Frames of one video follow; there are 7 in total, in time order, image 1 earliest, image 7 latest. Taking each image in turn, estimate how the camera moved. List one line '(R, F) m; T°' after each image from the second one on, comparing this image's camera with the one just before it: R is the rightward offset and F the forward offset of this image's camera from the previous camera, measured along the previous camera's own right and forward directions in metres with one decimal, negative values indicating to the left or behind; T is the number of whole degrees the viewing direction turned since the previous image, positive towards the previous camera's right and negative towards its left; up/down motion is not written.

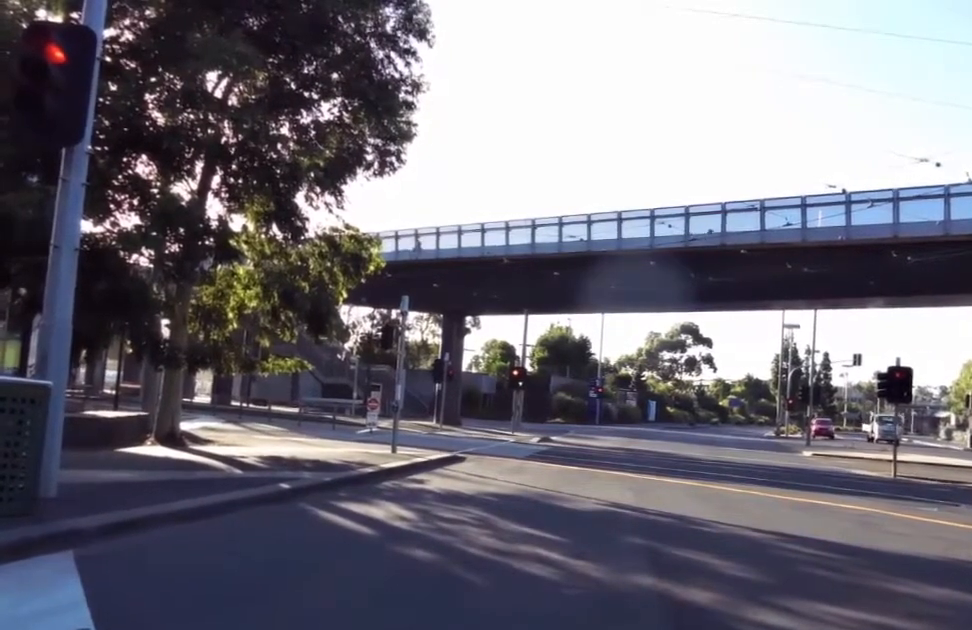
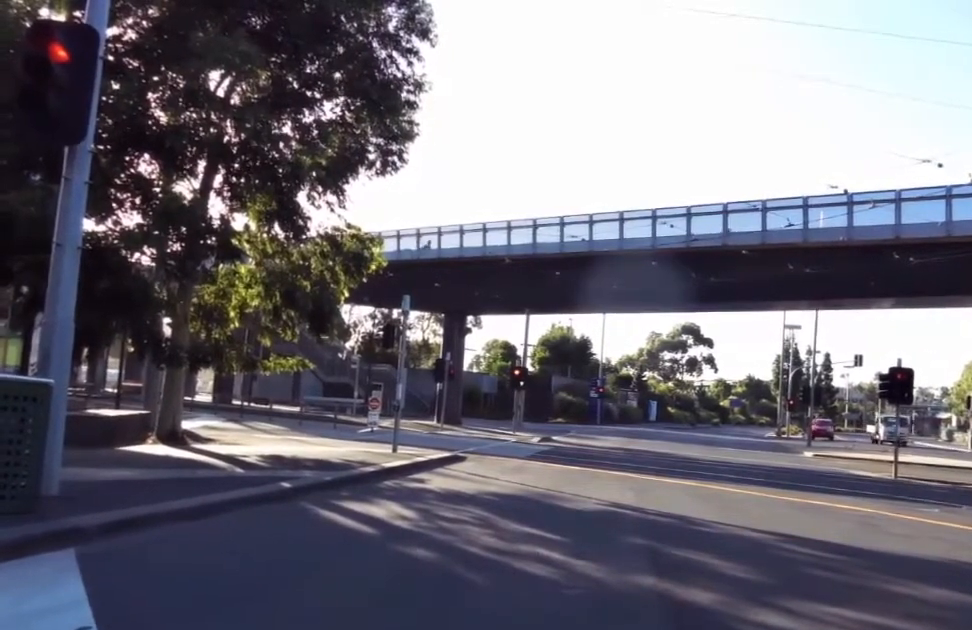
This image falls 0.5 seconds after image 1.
(0.0, 0.0) m; 0°
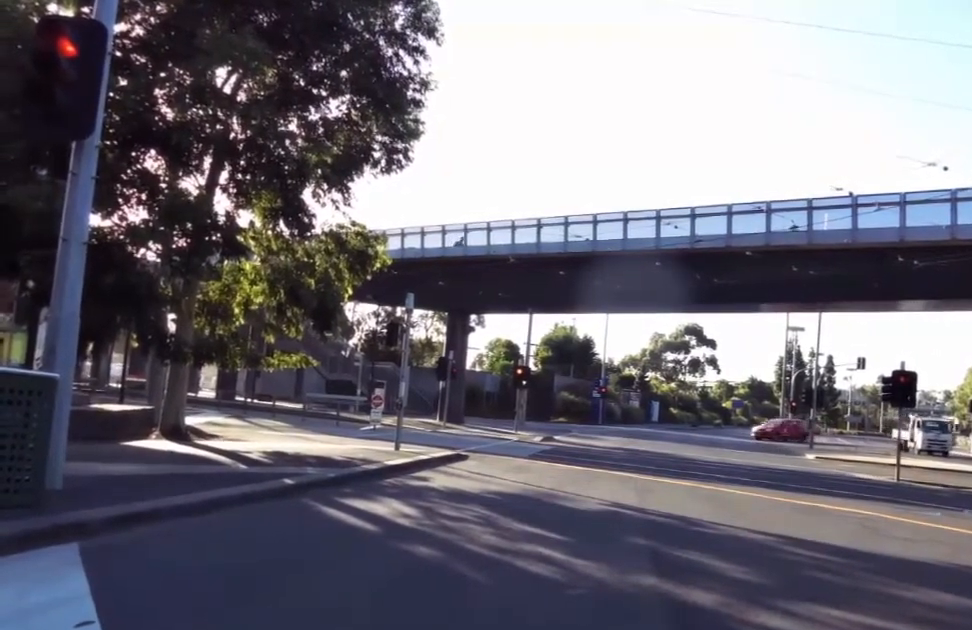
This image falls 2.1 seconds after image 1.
(0.0, 0.0) m; 0°
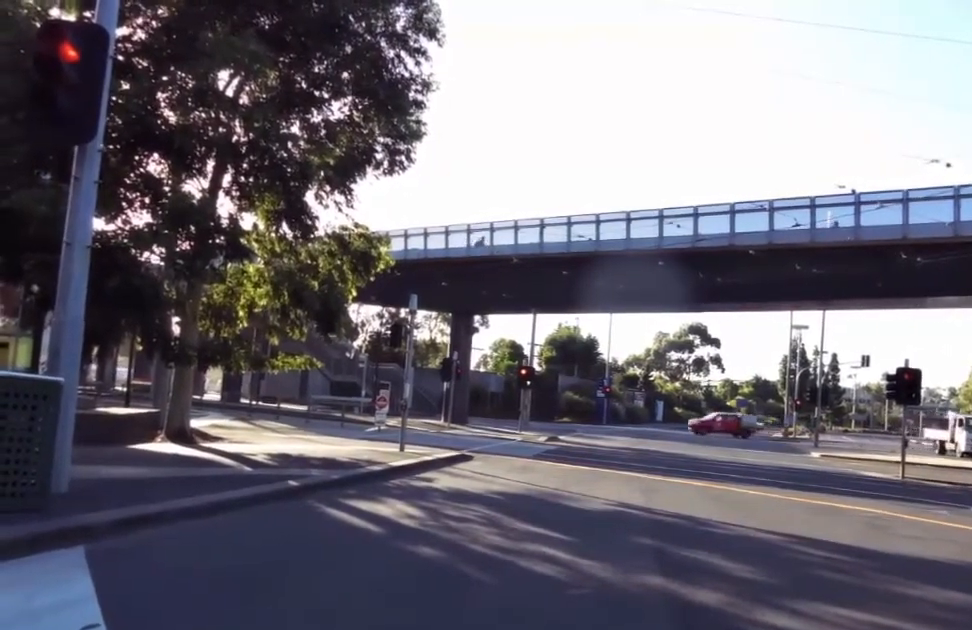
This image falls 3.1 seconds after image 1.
(0.0, 0.0) m; 0°
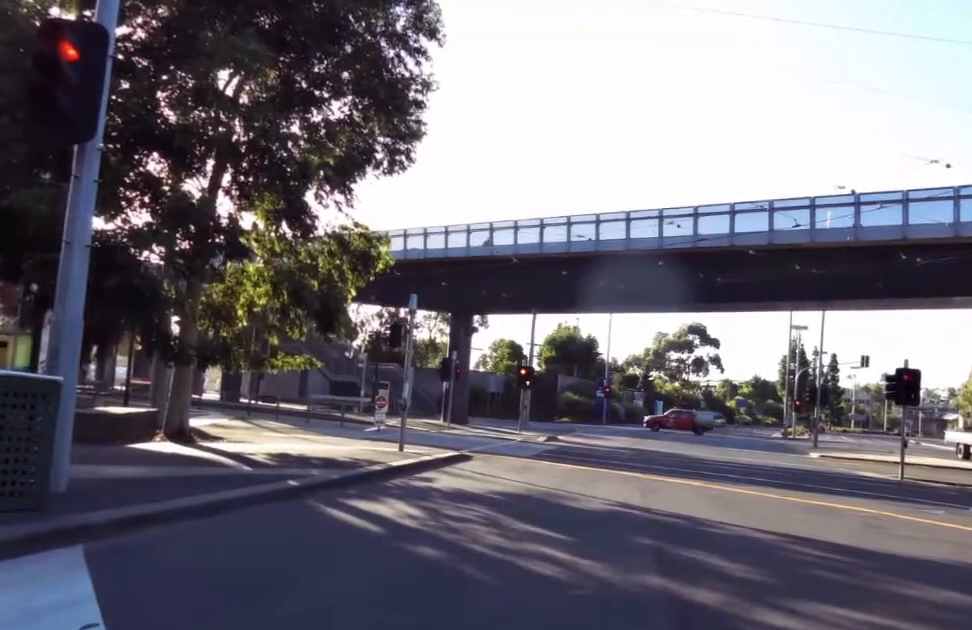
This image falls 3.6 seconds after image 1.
(0.0, 0.0) m; 0°
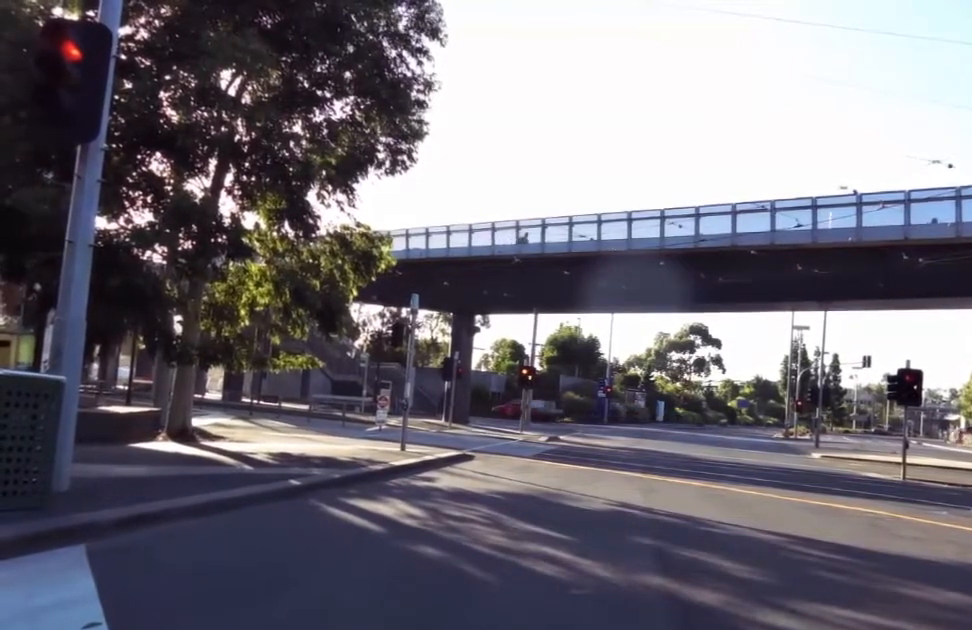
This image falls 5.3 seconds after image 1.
(0.0, 0.0) m; 0°
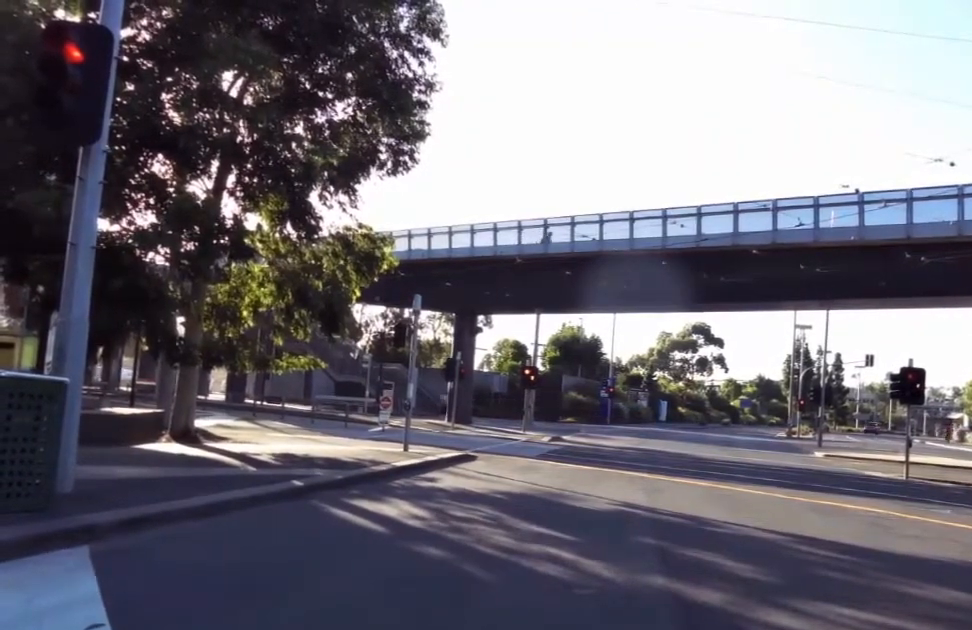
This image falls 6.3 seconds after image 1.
(0.0, 0.0) m; 0°
